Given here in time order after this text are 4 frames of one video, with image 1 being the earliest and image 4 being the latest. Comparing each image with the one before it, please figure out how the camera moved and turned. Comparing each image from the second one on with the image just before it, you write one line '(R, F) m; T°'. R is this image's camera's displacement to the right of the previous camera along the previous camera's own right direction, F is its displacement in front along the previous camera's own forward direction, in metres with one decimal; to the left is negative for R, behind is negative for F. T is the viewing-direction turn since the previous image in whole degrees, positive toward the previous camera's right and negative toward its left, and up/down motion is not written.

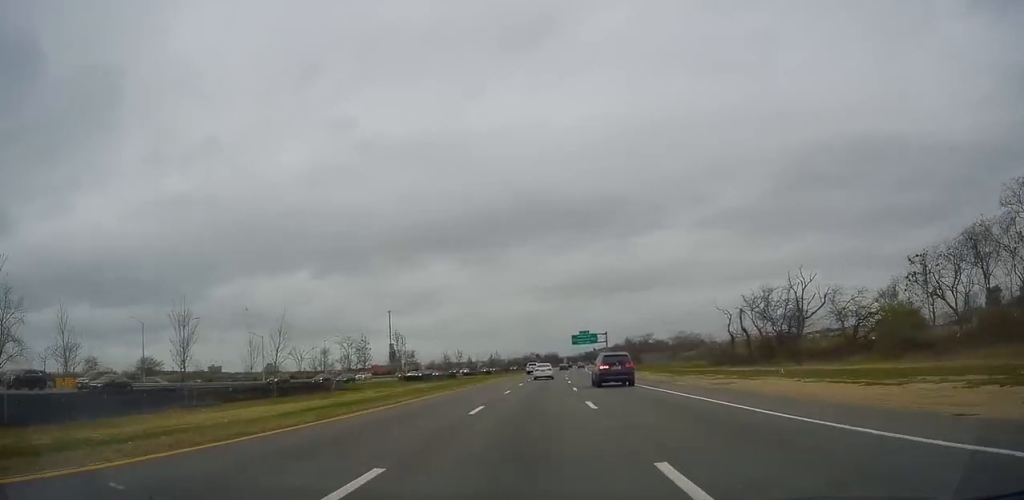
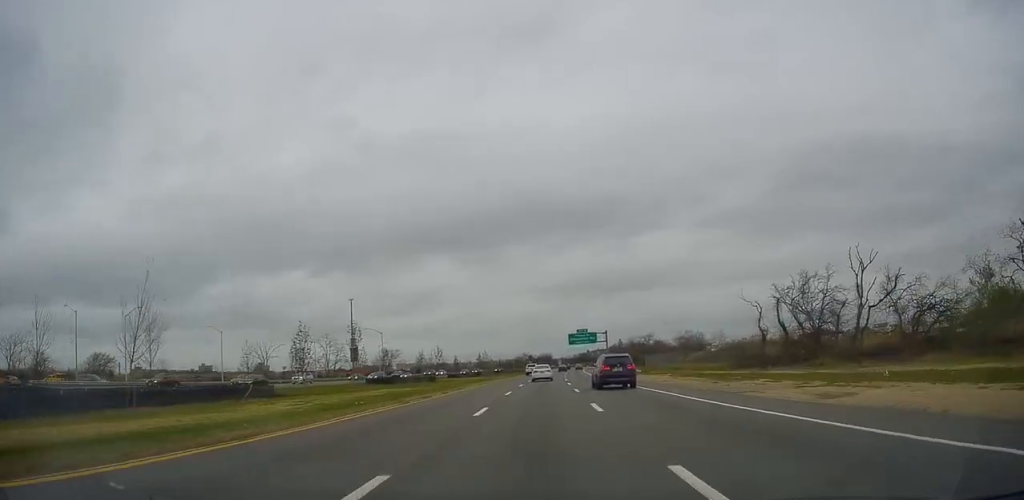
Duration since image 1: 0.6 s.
(0.0, +11.7) m; 0°
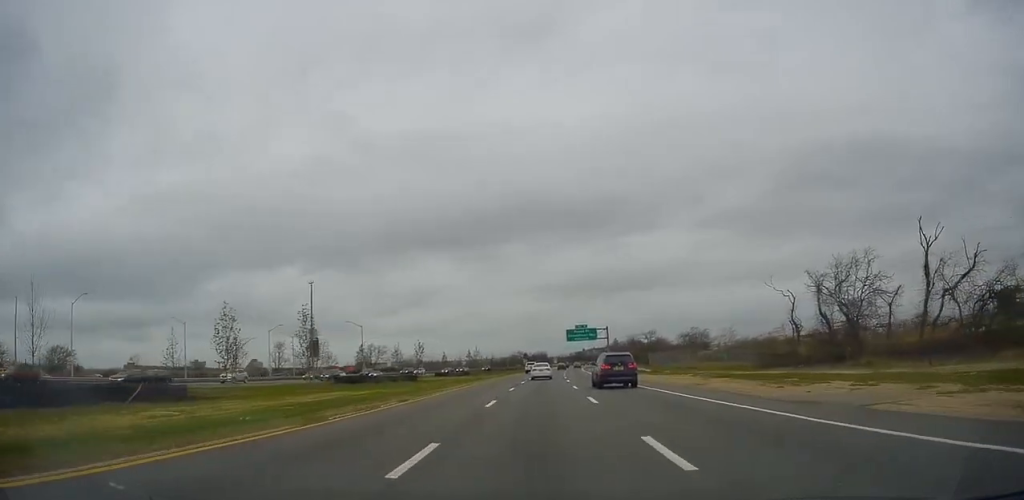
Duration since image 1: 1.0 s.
(0.0, +8.9) m; 0°
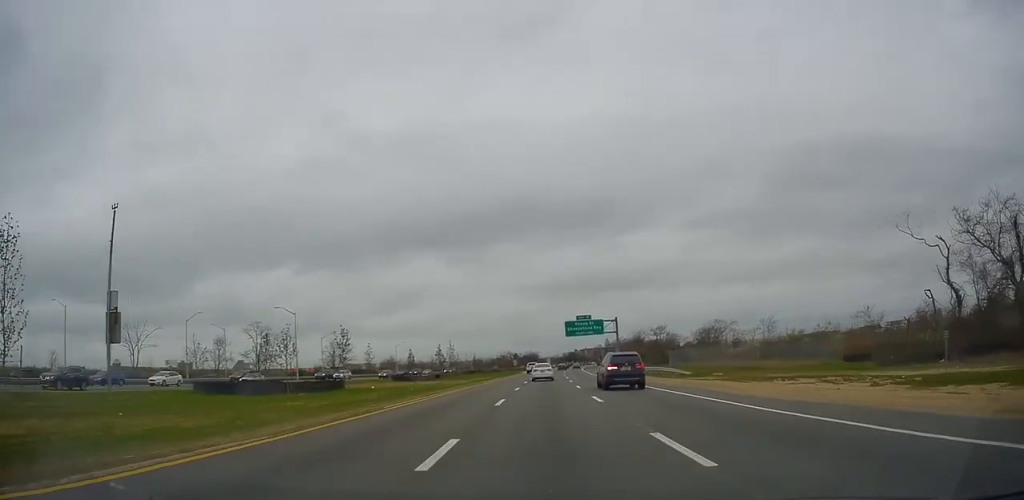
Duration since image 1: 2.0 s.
(0.0, +23.5) m; -1°
